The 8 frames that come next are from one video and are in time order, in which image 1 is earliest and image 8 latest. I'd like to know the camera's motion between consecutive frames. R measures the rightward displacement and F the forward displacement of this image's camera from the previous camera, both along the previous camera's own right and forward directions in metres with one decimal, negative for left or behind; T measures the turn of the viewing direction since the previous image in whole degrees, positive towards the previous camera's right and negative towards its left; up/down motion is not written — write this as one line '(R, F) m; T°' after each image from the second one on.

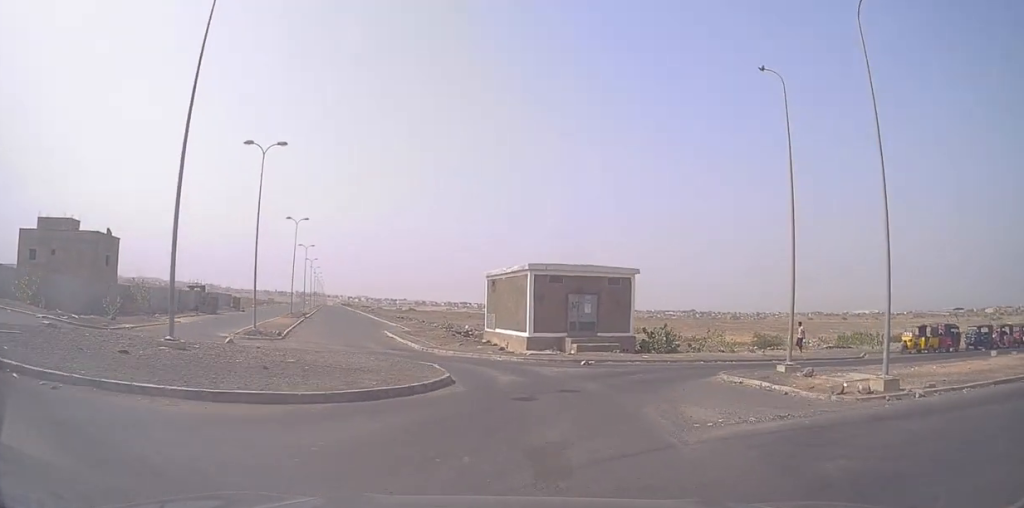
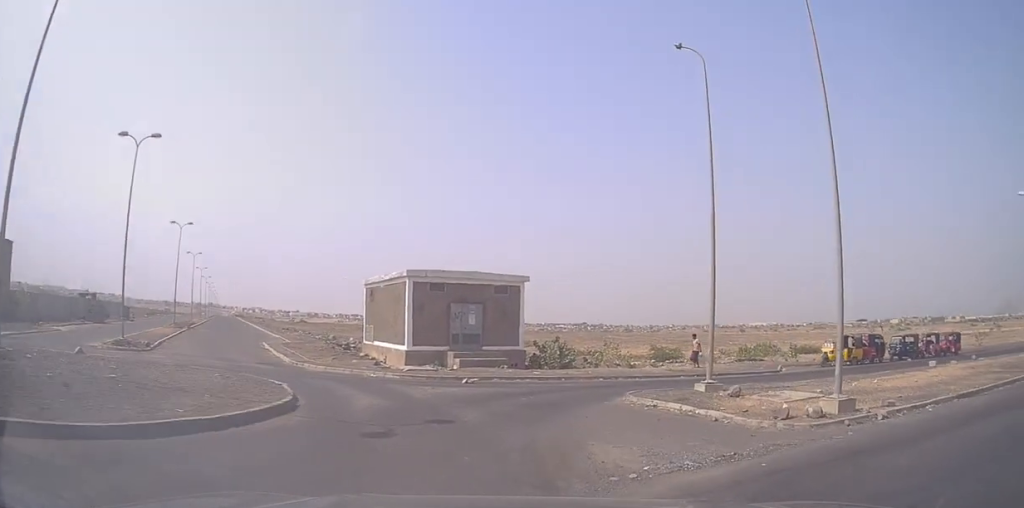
(+0.2, +3.5) m; +6°
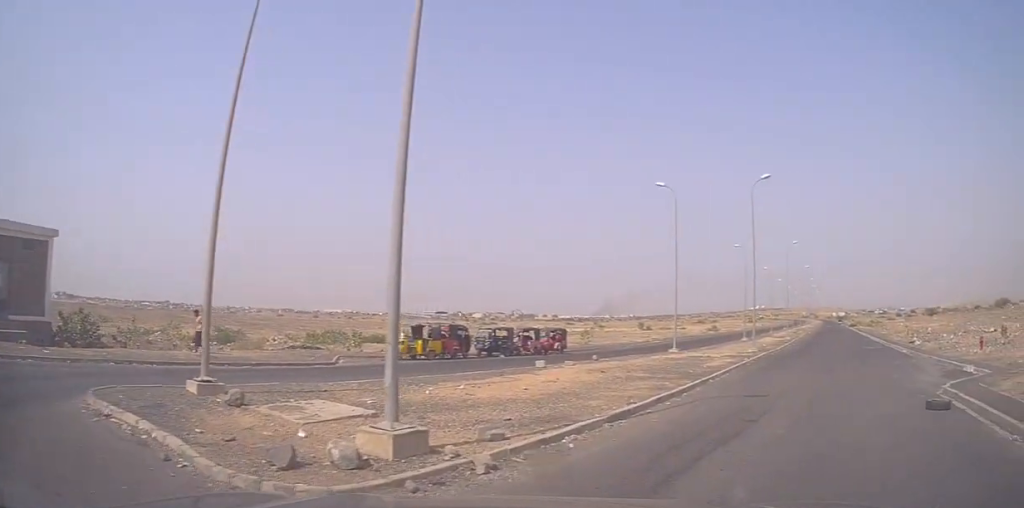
(+1.5, +5.1) m; +45°
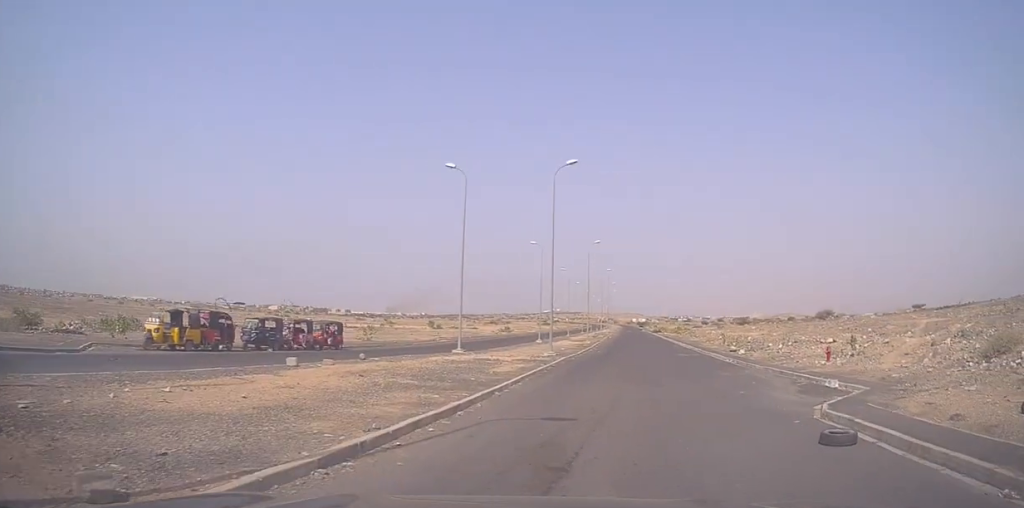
(+0.9, +3.7) m; +19°
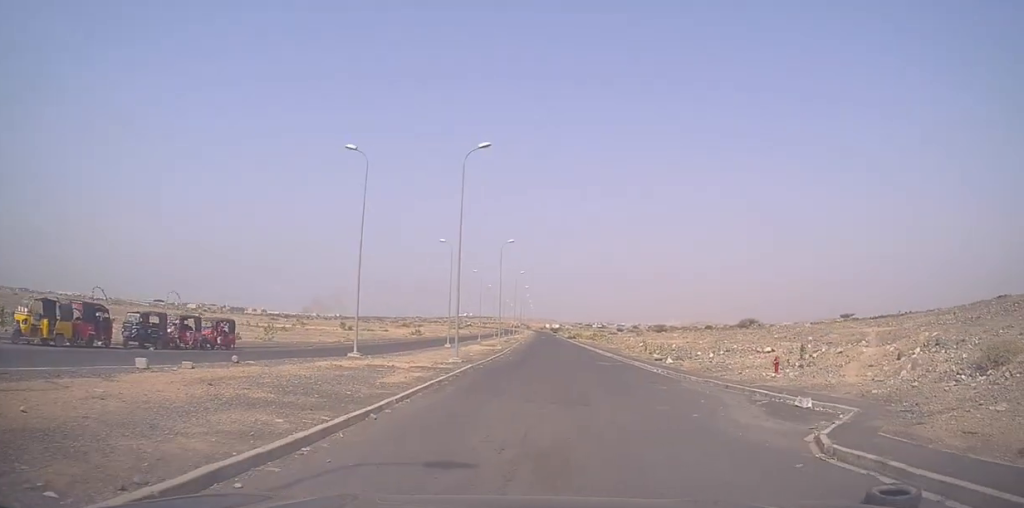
(+0.2, +3.3) m; +8°
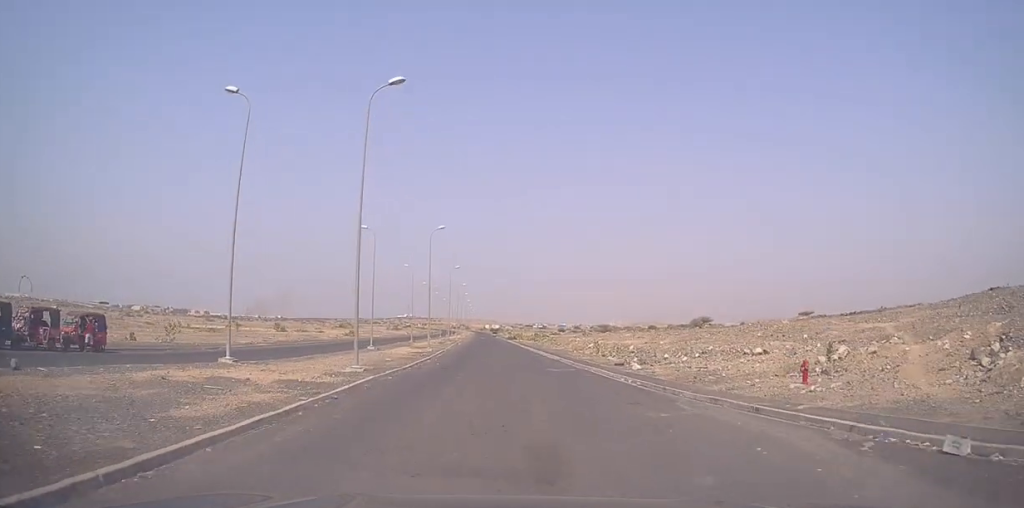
(+0.6, +6.8) m; +8°
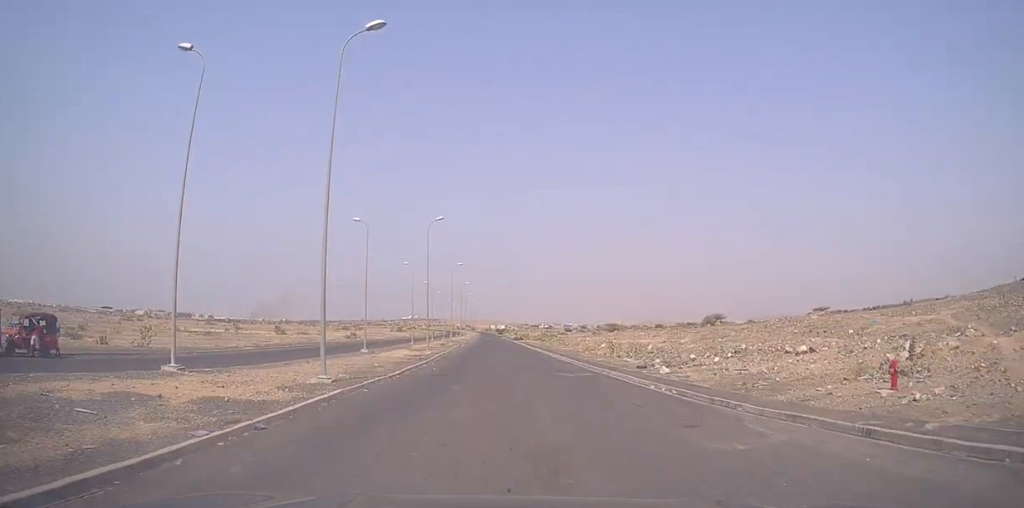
(+0.1, +3.9) m; +1°
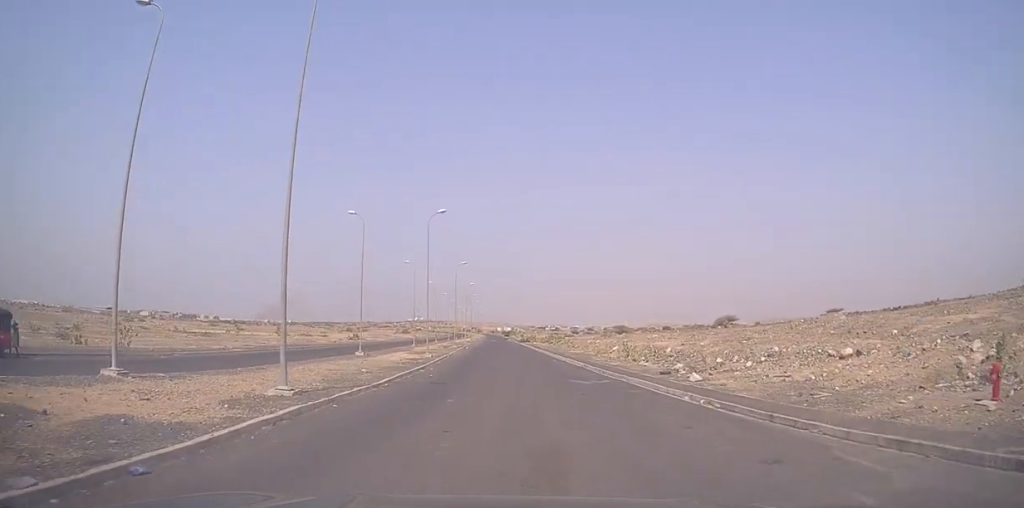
(+0.1, +3.2) m; -1°
